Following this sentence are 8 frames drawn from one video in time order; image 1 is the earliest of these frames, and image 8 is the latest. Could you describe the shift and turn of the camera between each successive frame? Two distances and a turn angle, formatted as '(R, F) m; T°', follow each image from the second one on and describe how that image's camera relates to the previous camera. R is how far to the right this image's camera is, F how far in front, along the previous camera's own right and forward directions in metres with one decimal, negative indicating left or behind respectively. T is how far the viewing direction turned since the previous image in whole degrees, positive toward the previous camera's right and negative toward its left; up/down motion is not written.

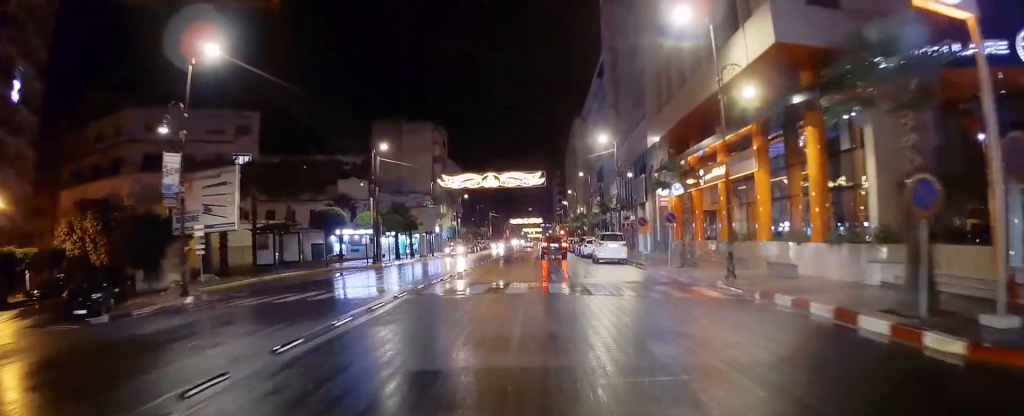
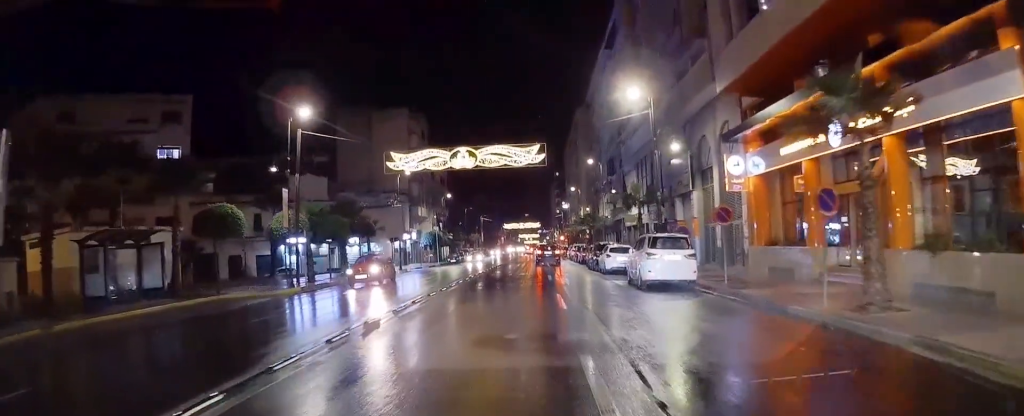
(-0.5, +15.9) m; -2°
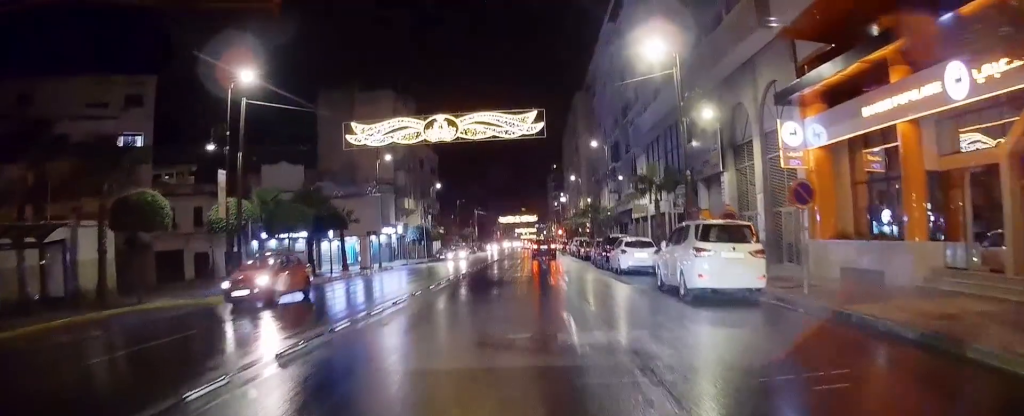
(+0.2, +6.4) m; -2°
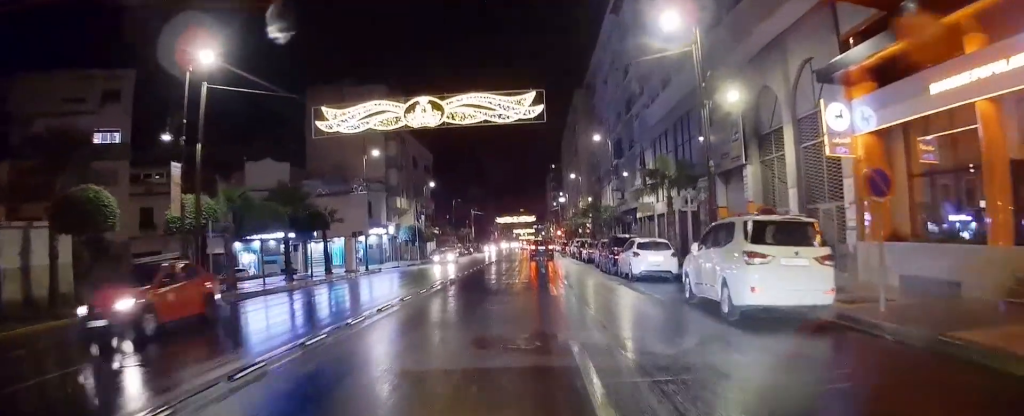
(-0.1, +3.5) m; -2°
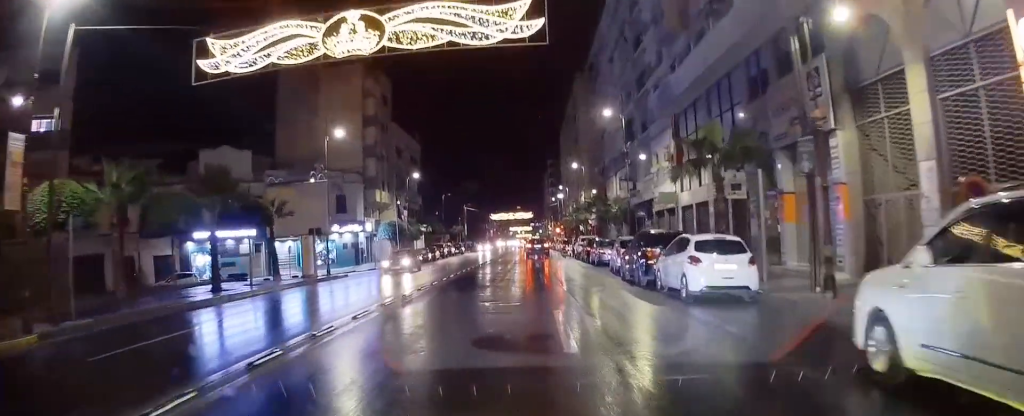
(-0.5, +8.4) m; -3°
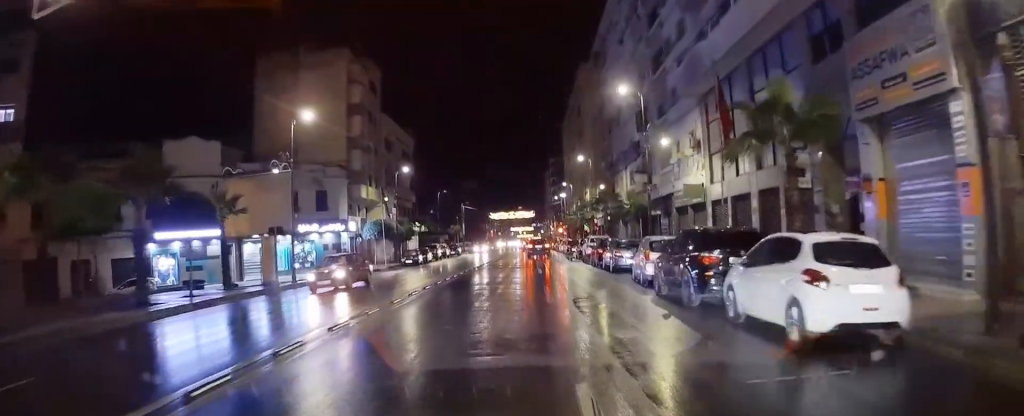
(0.0, +6.0) m; +1°
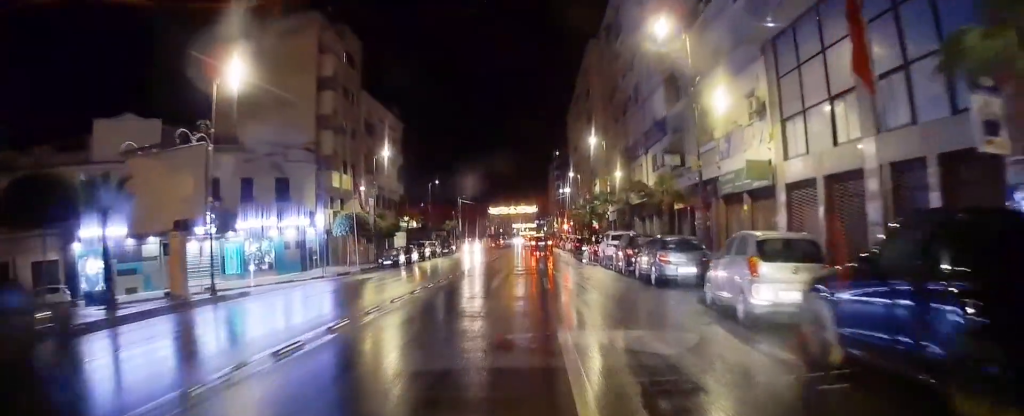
(+0.1, +9.2) m; +2°
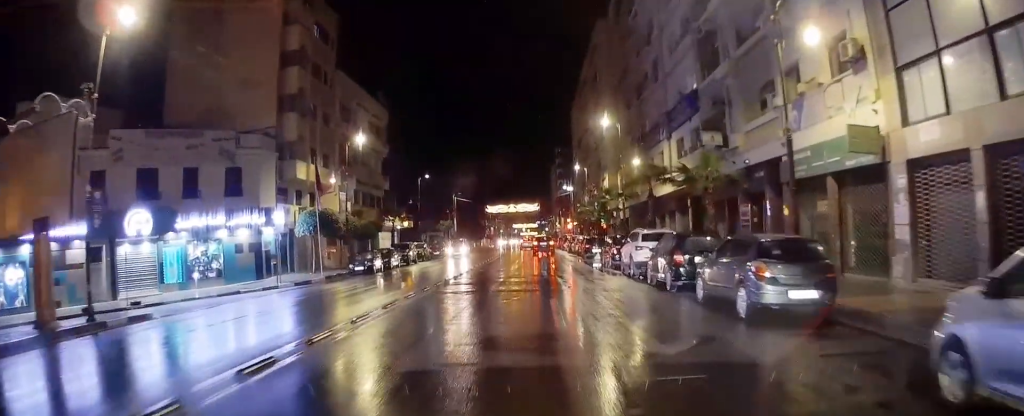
(+0.2, +7.7) m; +2°
